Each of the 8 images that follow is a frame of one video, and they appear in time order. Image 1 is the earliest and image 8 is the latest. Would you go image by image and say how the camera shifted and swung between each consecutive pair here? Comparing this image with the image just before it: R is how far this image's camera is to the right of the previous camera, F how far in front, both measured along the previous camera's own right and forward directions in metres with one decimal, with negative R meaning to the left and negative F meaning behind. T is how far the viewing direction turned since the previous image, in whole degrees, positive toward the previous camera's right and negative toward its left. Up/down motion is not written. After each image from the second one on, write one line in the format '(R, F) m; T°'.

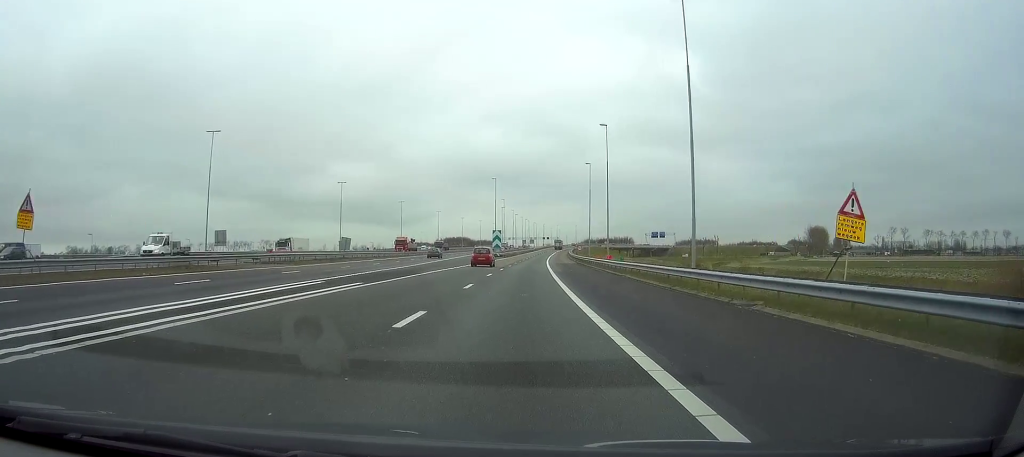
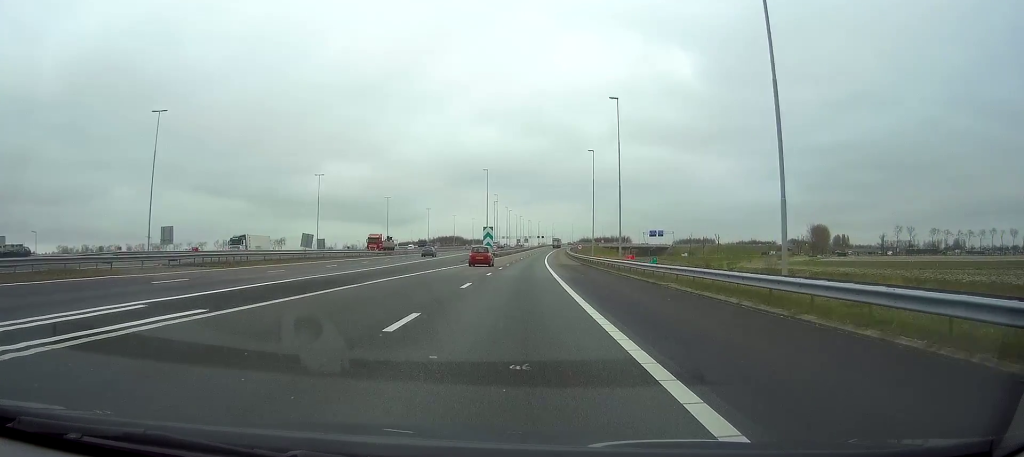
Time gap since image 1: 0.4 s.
(+0.1, +13.0) m; 0°
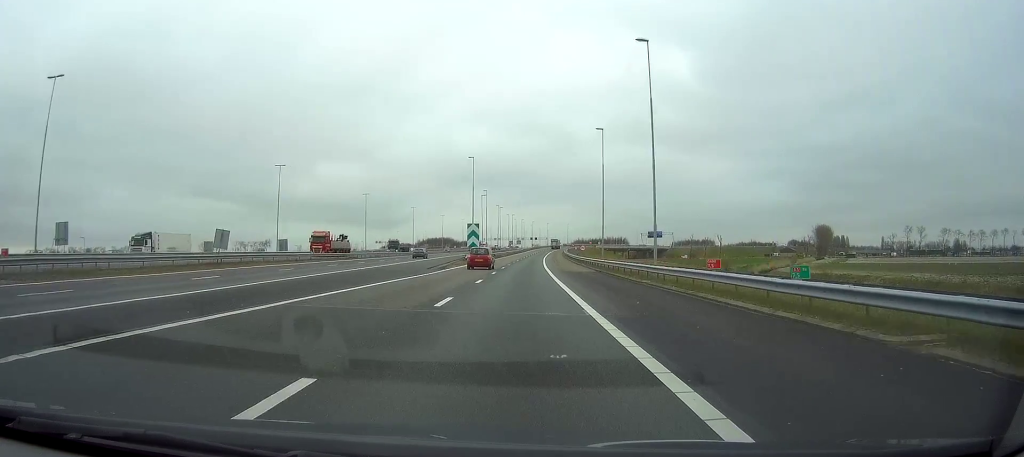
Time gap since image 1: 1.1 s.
(0.0, +18.9) m; +1°
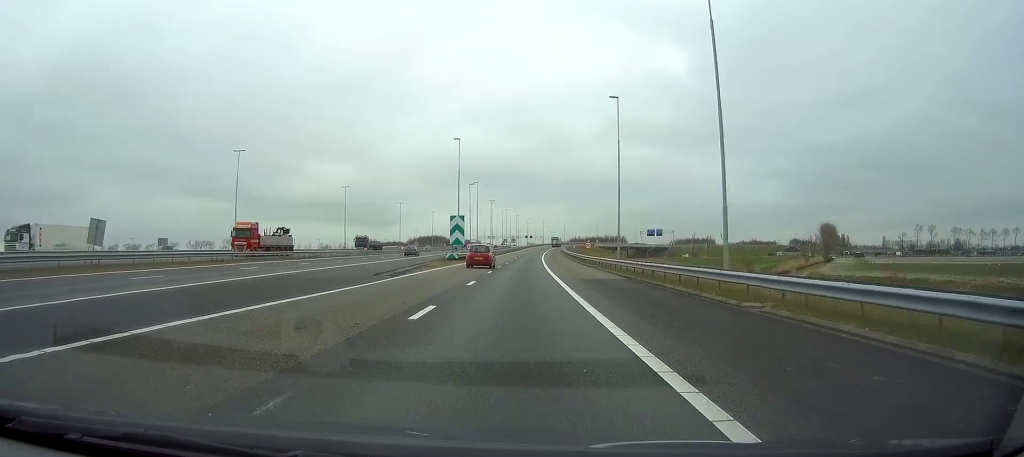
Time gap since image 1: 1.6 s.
(+0.2, +15.4) m; 0°
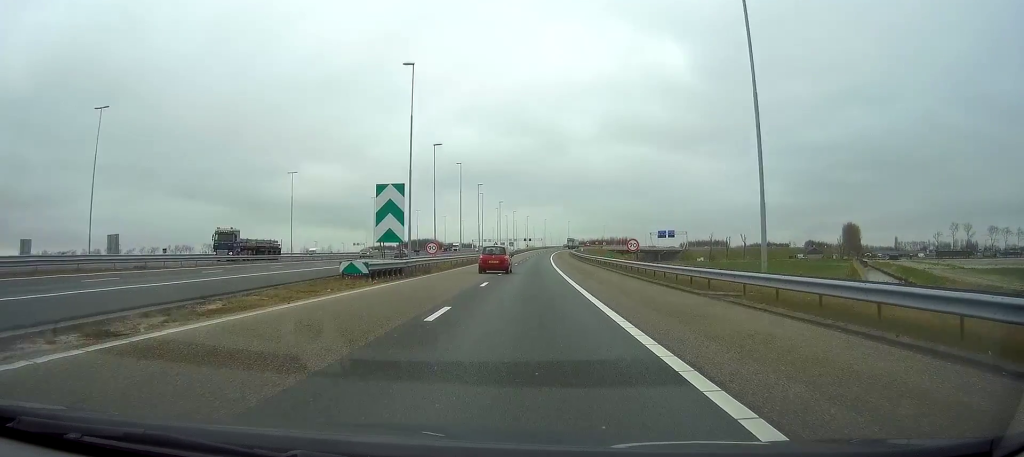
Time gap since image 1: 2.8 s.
(+0.3, +36.7) m; 0°
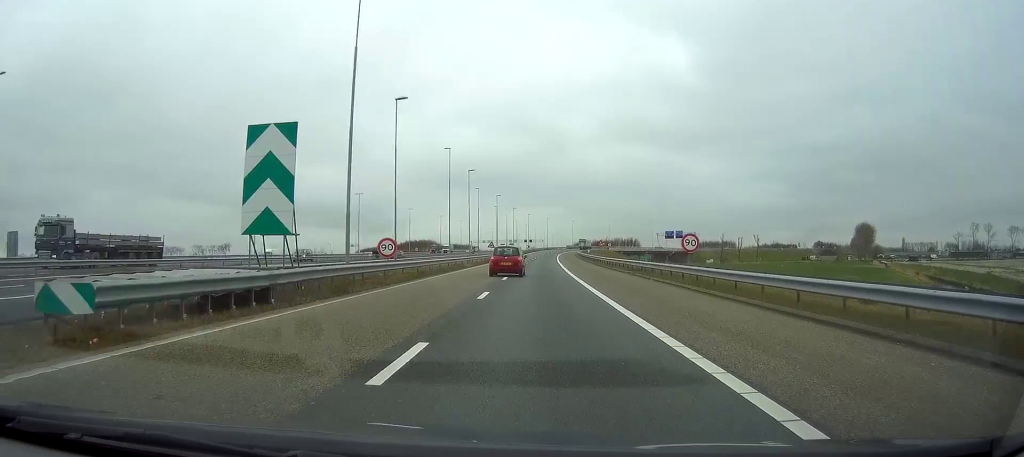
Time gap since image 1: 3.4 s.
(0.0, +17.8) m; 0°
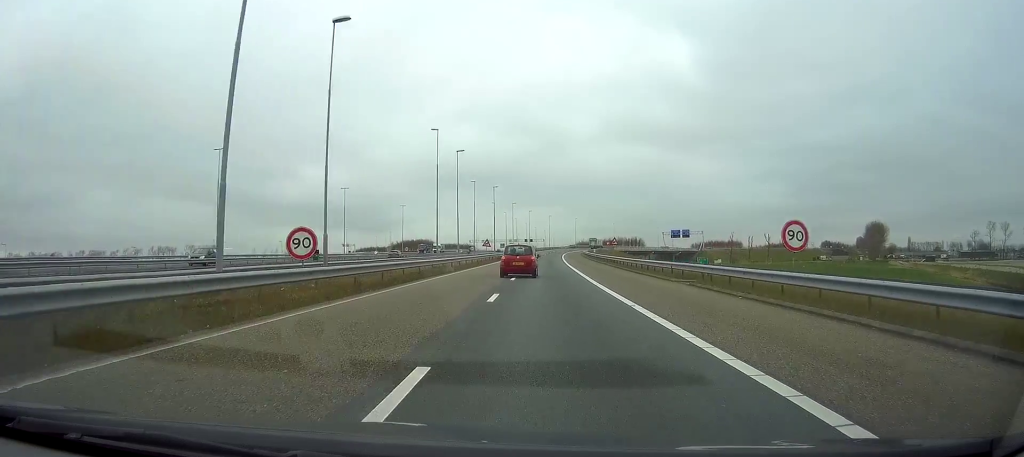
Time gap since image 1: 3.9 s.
(-0.1, +14.3) m; 0°
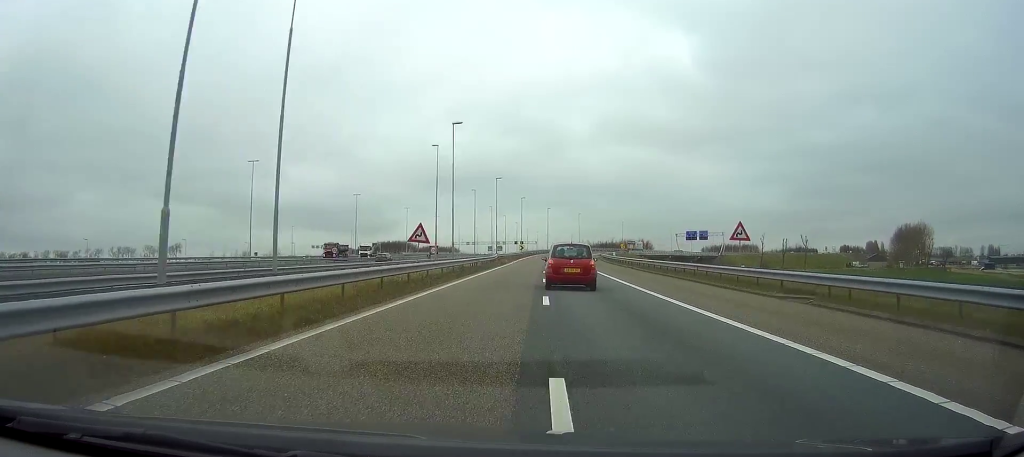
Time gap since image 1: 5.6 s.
(+0.3, +49.2) m; +1°
